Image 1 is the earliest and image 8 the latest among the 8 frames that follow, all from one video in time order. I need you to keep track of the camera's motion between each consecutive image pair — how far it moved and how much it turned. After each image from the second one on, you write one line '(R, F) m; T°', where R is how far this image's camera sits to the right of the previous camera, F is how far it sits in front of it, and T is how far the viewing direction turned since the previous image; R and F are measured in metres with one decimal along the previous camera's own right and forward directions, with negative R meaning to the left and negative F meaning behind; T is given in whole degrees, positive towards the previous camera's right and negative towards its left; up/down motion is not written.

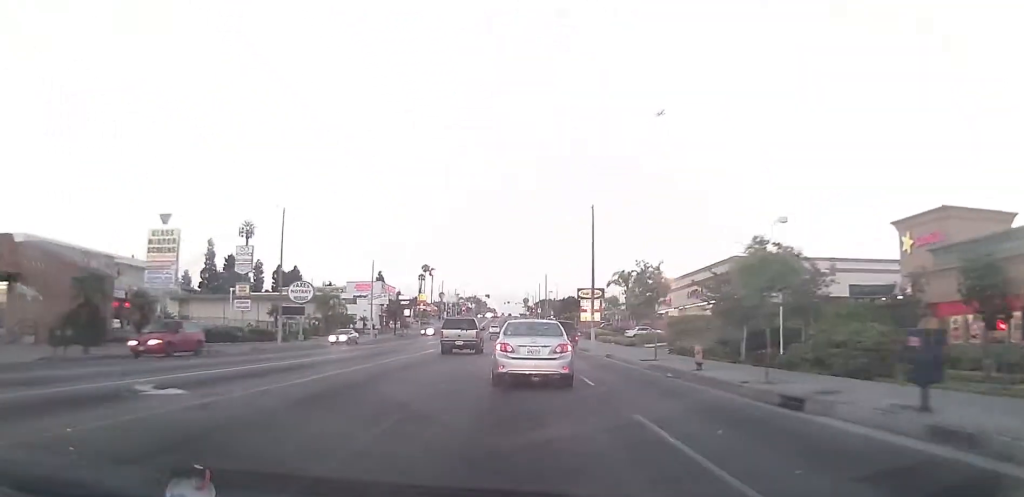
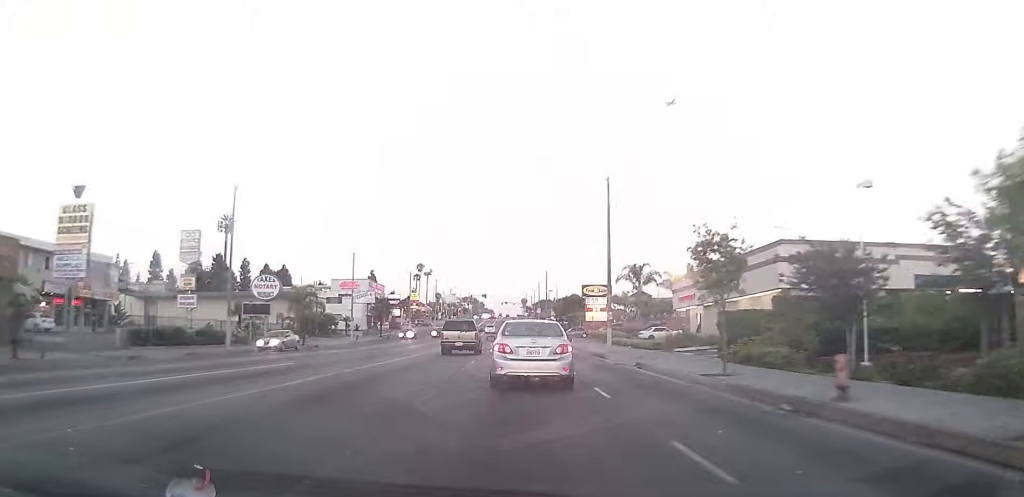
(0.0, +10.0) m; 0°
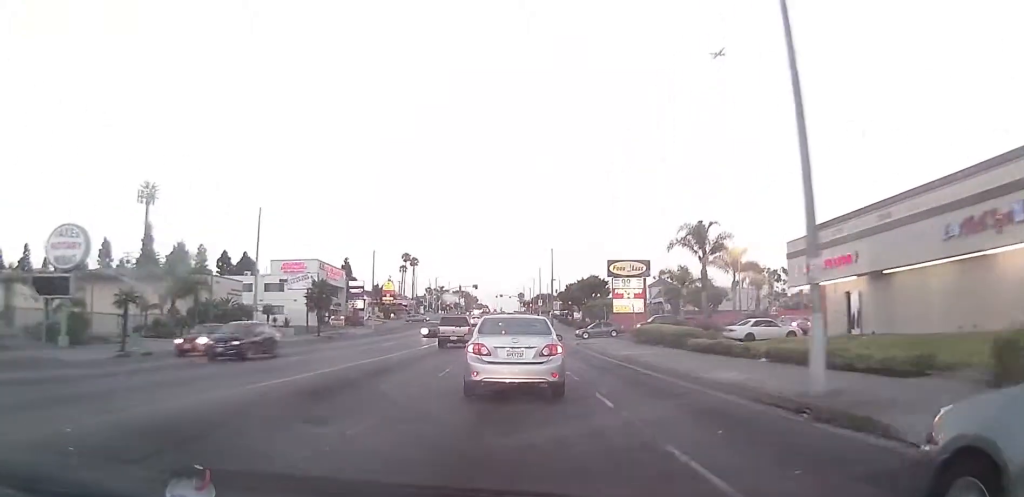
(0.0, +30.4) m; 0°
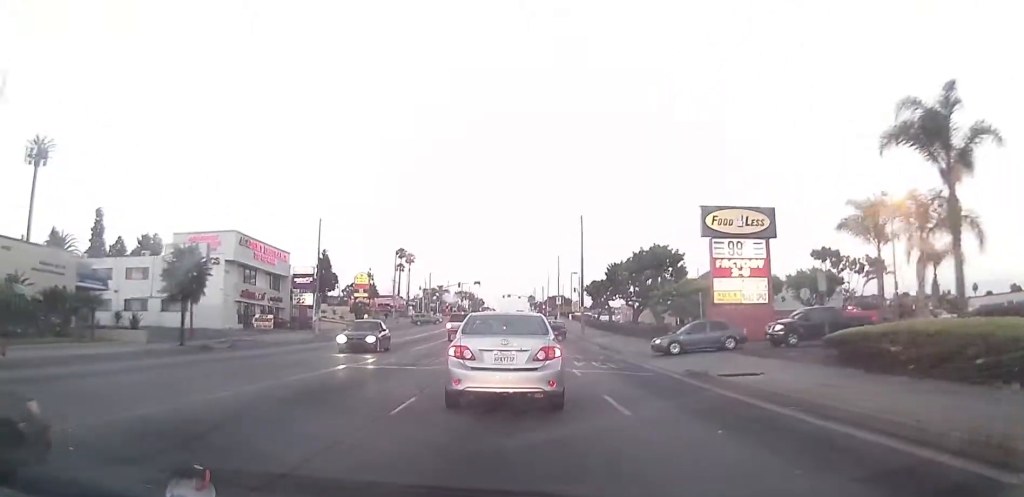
(0.0, +32.7) m; 0°
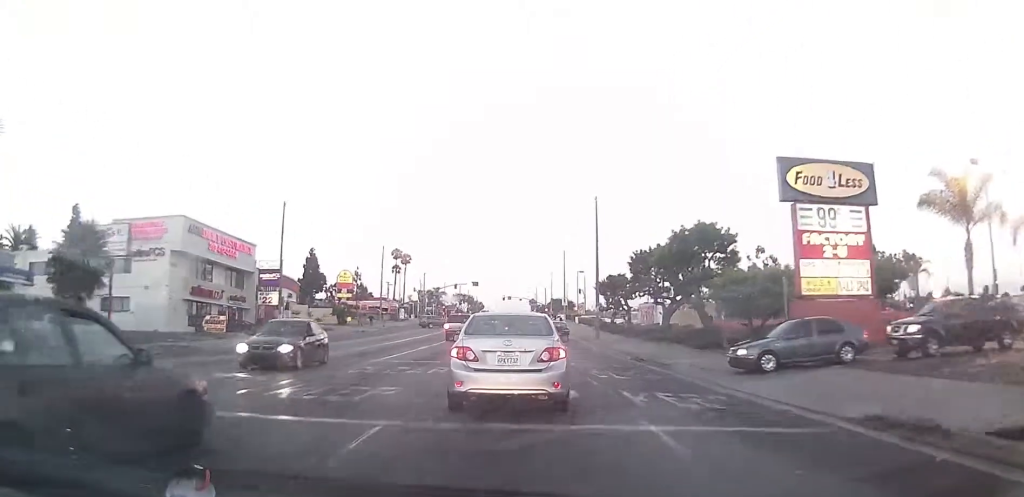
(0.0, +11.6) m; 0°
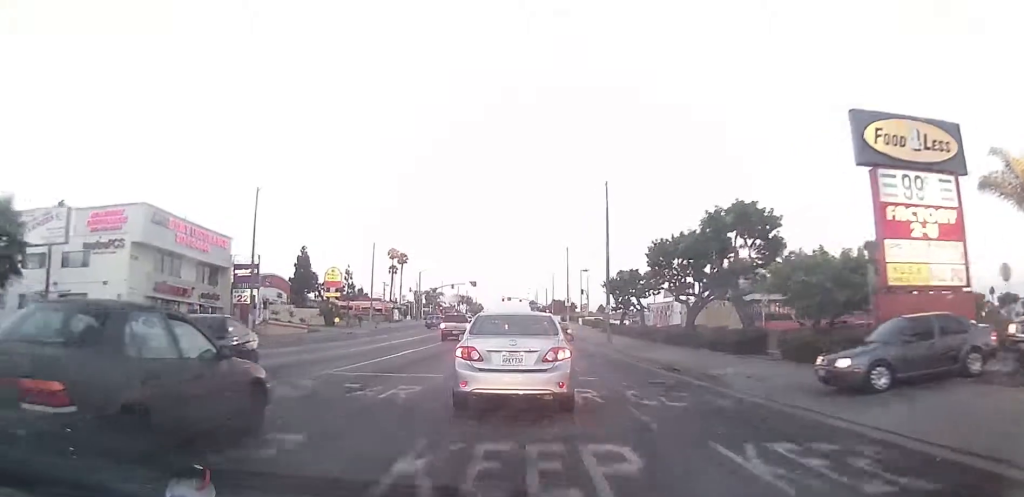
(0.0, +6.4) m; 0°
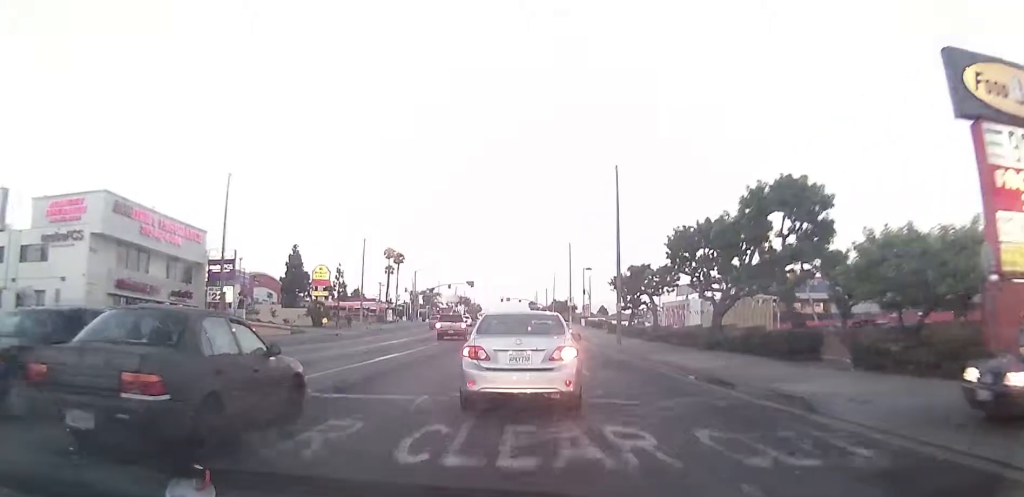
(0.0, +5.5) m; 0°
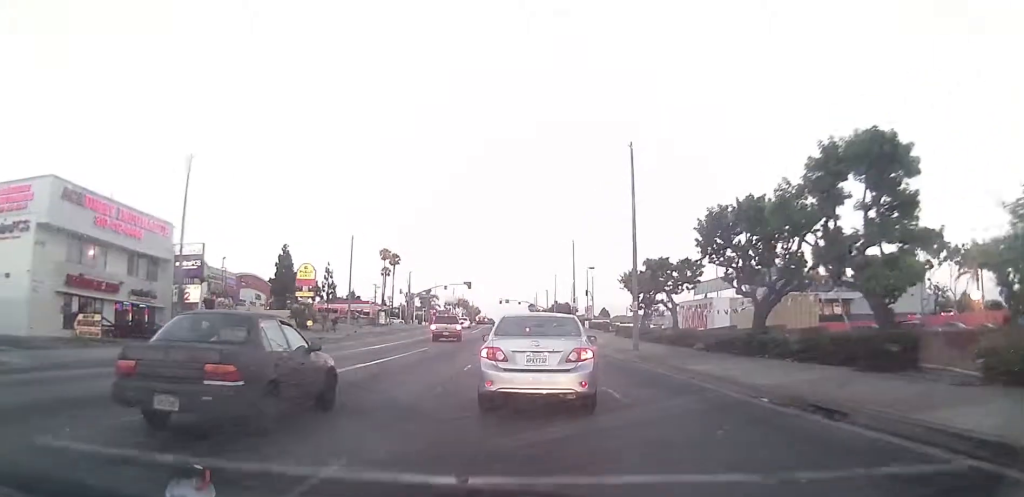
(0.0, +6.1) m; 0°
